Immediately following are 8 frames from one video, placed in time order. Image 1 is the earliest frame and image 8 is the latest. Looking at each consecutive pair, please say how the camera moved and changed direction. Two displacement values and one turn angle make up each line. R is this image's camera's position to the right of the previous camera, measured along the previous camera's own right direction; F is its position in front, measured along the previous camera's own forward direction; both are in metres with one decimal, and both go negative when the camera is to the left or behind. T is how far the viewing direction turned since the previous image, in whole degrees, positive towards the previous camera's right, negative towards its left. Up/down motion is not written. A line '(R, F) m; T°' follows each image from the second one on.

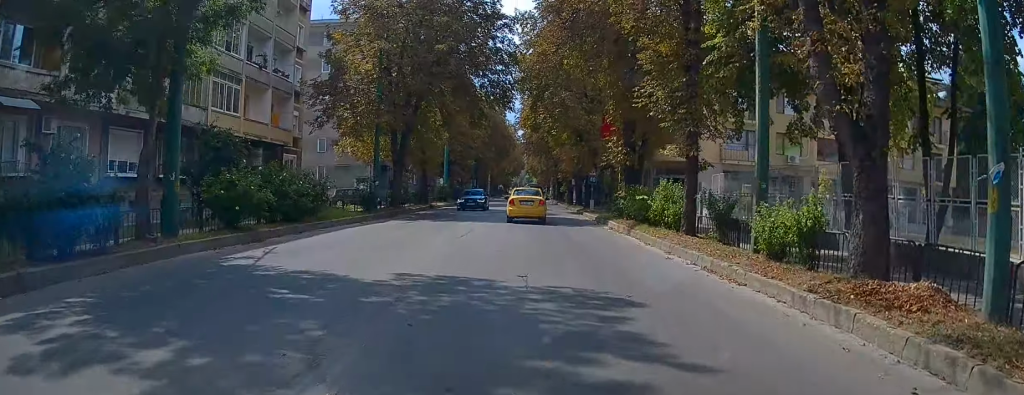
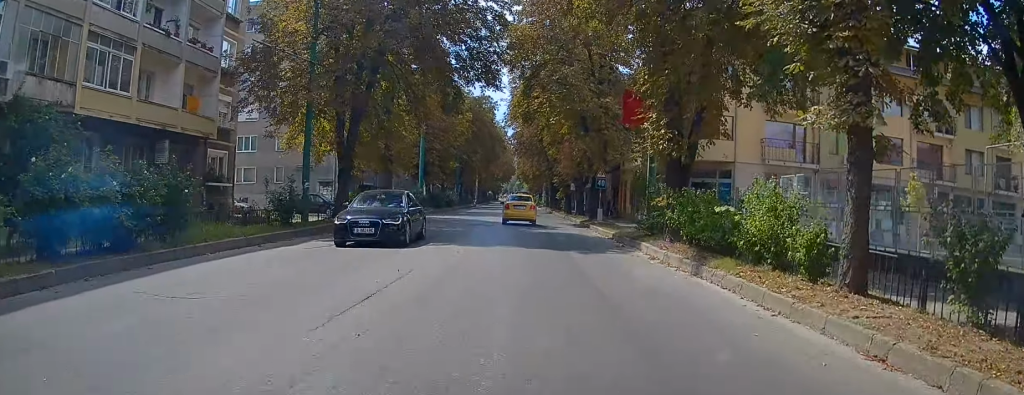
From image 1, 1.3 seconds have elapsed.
(+0.2, +10.1) m; -1°
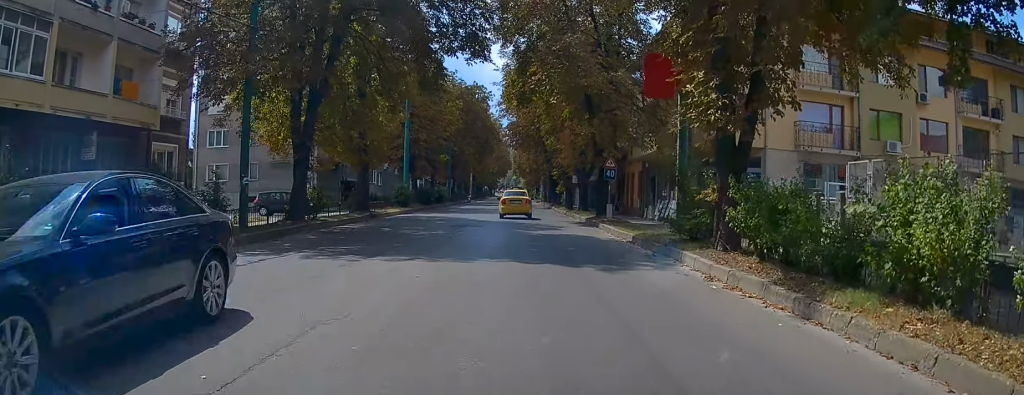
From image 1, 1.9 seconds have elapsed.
(-0.2, +5.0) m; 0°
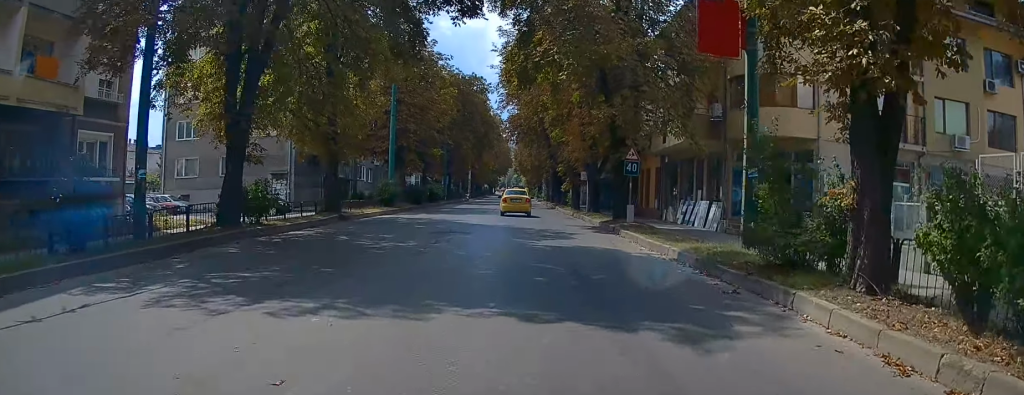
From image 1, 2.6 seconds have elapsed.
(+0.1, +5.6) m; +1°
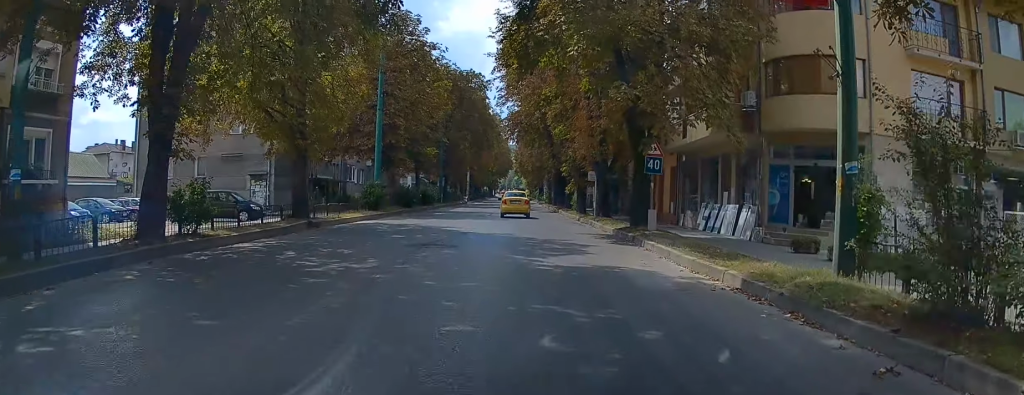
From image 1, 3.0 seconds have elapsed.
(+0.1, +4.0) m; +1°
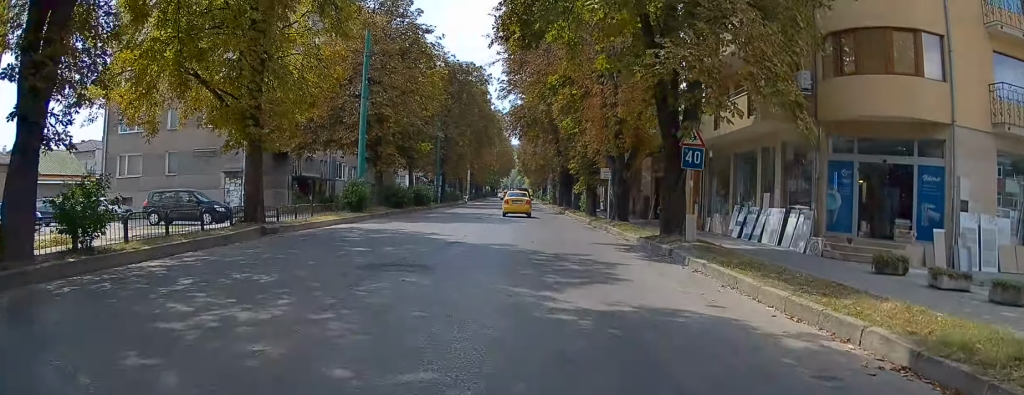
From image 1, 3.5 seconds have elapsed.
(-0.1, +4.4) m; -1°
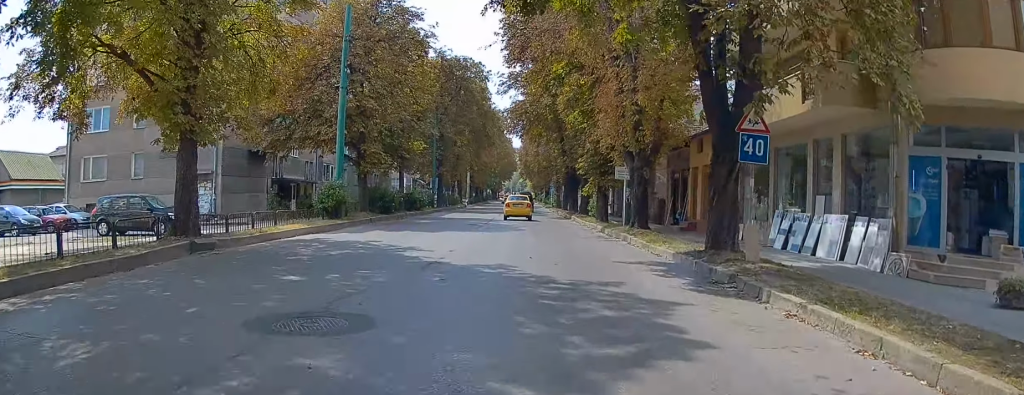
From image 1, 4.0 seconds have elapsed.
(0.0, +4.1) m; -1°
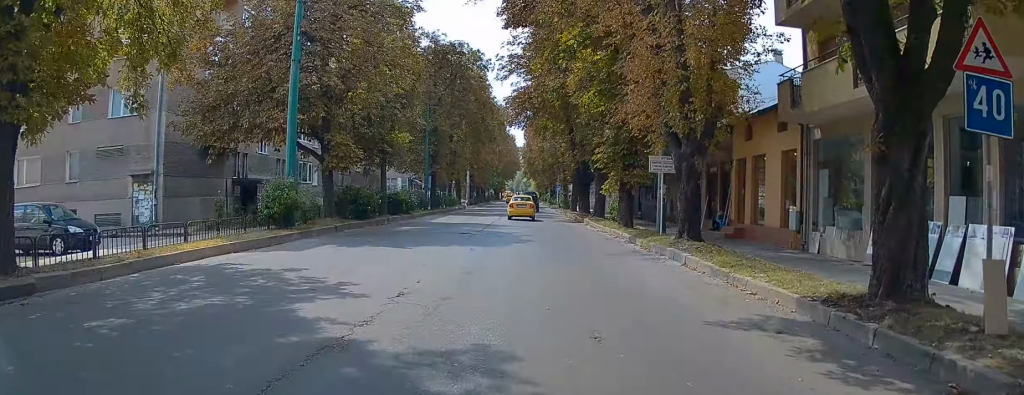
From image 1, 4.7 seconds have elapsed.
(-0.1, +6.3) m; +1°
